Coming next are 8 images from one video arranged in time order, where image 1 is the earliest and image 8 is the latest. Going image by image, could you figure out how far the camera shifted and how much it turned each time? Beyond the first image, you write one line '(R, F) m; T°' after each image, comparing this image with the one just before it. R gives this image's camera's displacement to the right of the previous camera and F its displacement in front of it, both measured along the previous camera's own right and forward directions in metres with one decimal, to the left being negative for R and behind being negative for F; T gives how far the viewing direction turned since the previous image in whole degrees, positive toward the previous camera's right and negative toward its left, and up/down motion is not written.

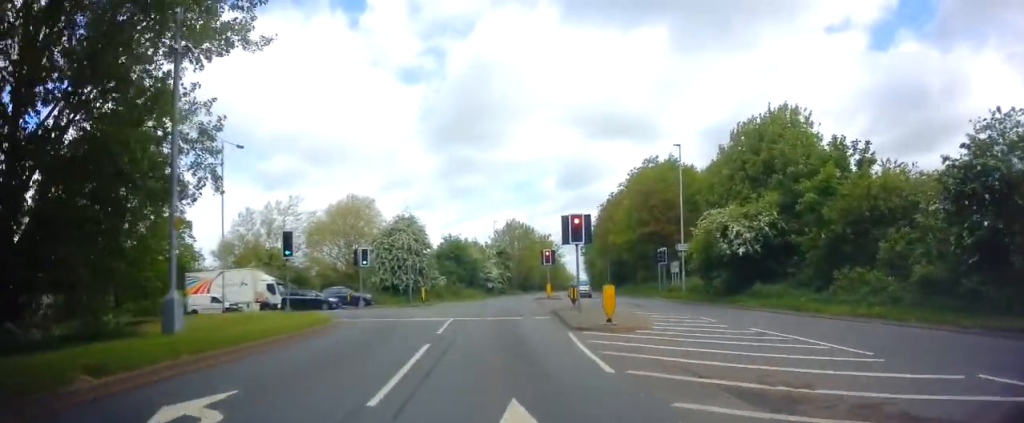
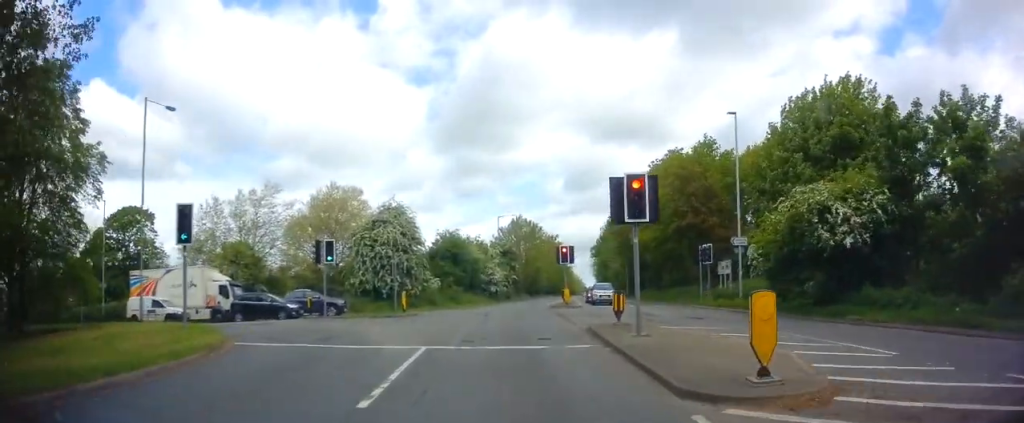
(+0.2, +9.9) m; +3°
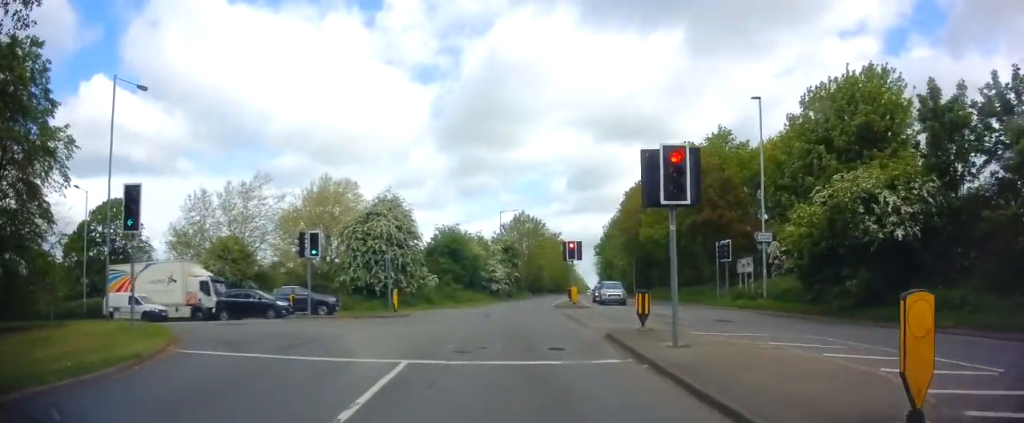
(+0.1, +3.2) m; +3°
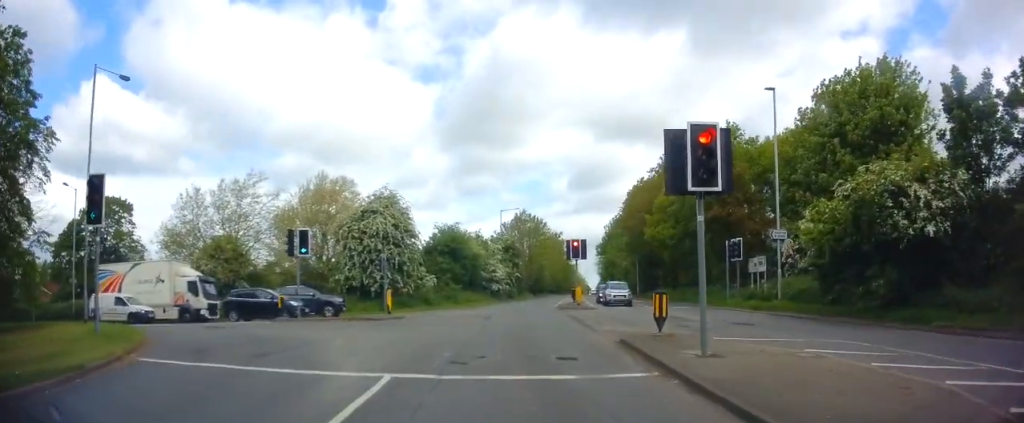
(0.0, +1.7) m; +1°
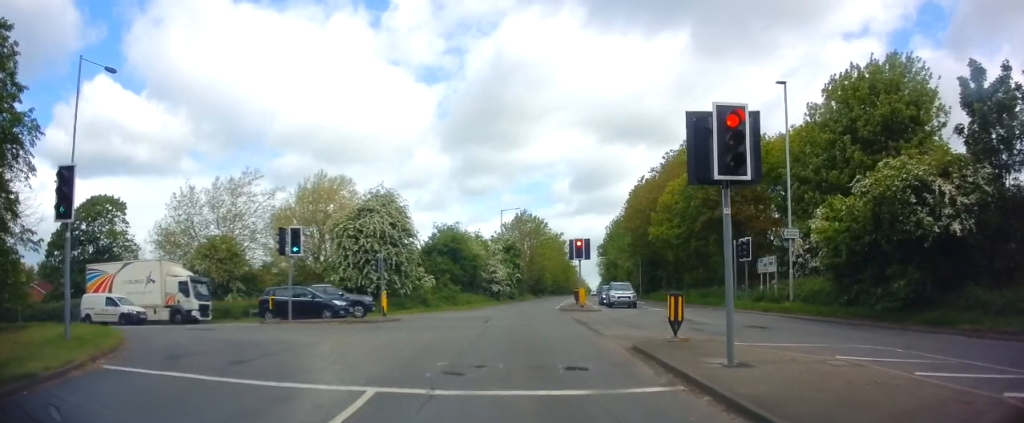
(+0.1, +1.2) m; 0°
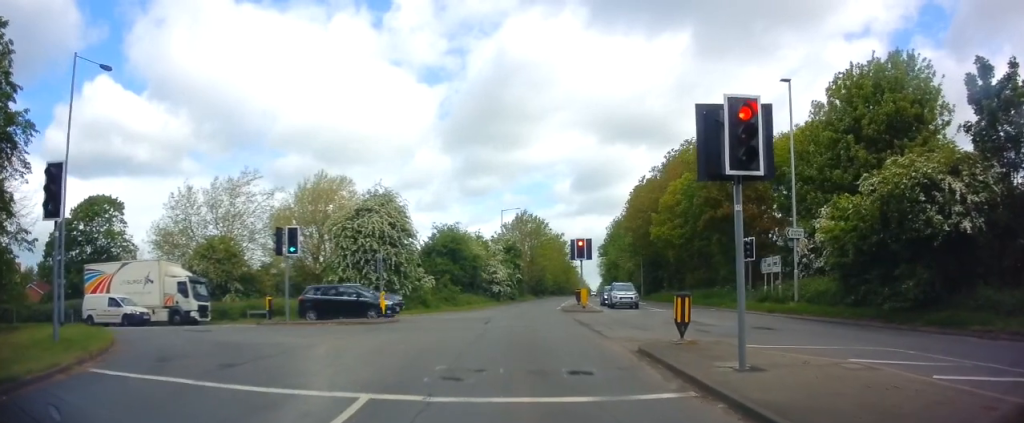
(-0.1, +0.3) m; 0°
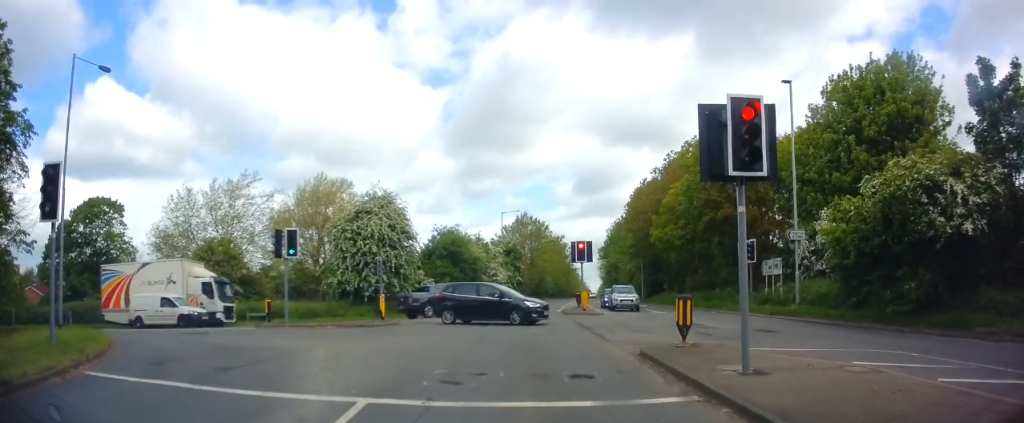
(-0.1, +0.3) m; 0°
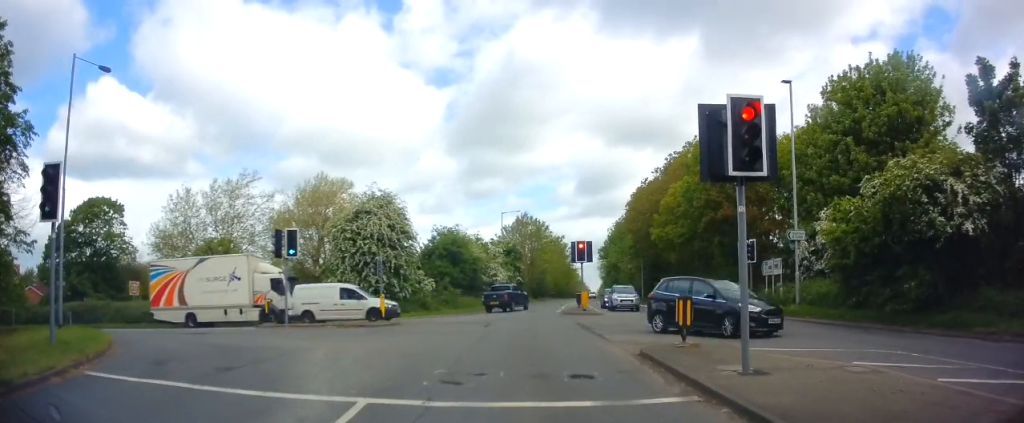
(0.0, 0.0) m; 0°
